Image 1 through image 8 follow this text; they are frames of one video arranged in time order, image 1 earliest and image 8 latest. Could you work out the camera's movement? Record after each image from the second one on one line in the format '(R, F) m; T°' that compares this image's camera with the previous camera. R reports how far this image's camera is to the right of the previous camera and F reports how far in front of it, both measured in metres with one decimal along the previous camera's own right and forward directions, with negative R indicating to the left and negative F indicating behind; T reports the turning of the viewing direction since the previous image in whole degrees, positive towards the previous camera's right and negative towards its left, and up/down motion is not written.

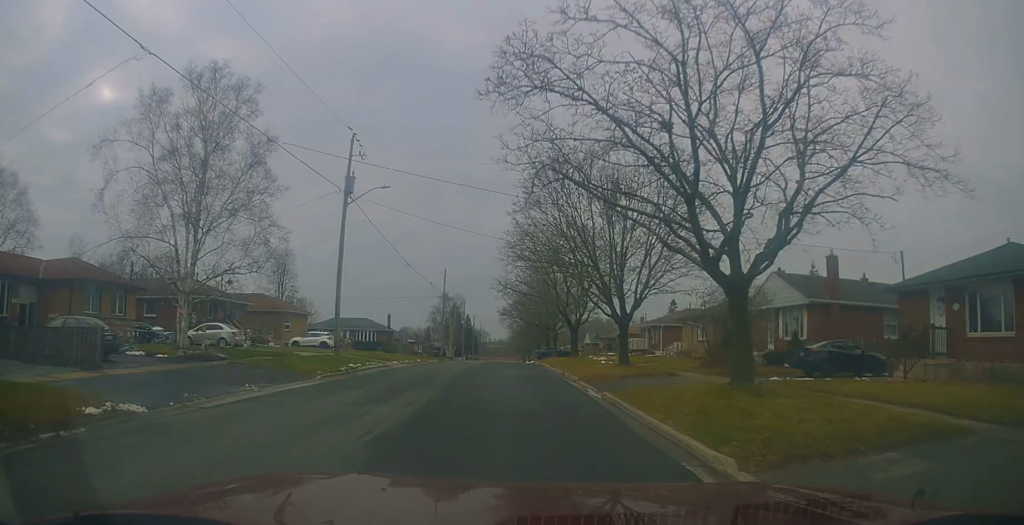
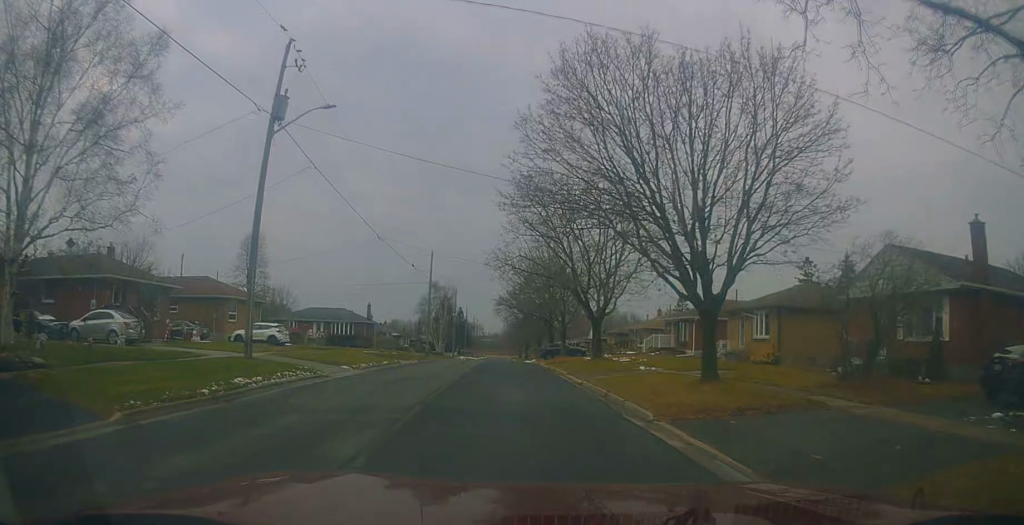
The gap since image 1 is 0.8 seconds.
(+0.3, +11.2) m; +2°
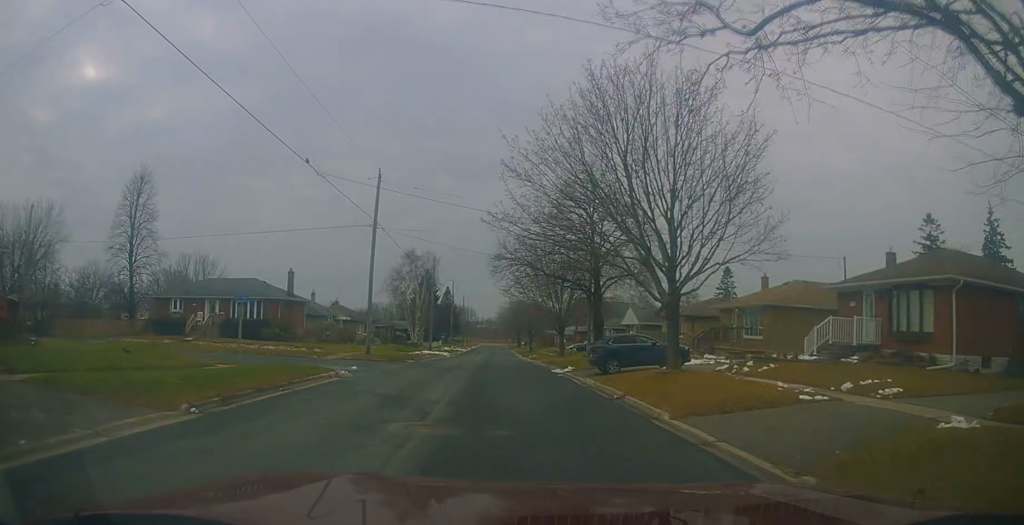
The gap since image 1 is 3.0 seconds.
(+0.7, +29.6) m; -1°
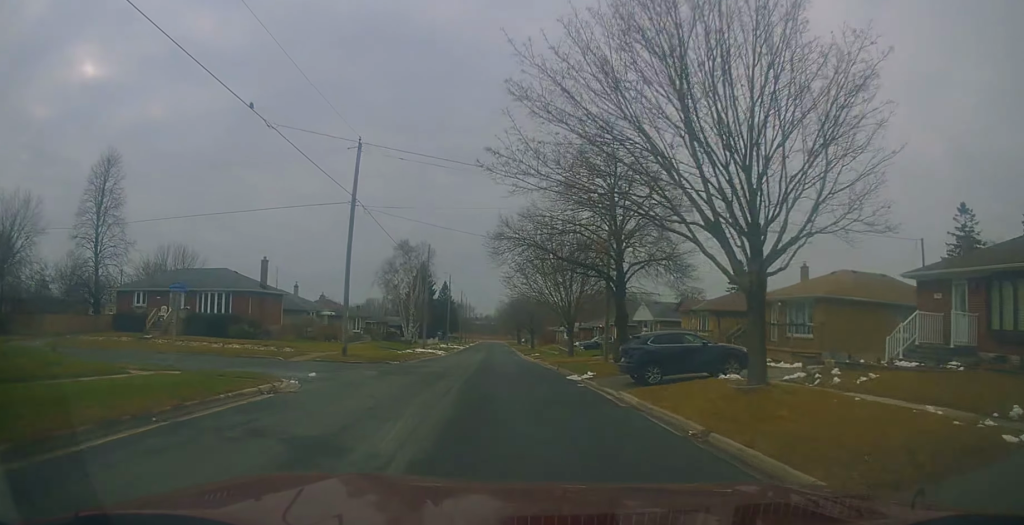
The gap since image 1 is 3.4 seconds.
(-0.2, +6.0) m; -2°
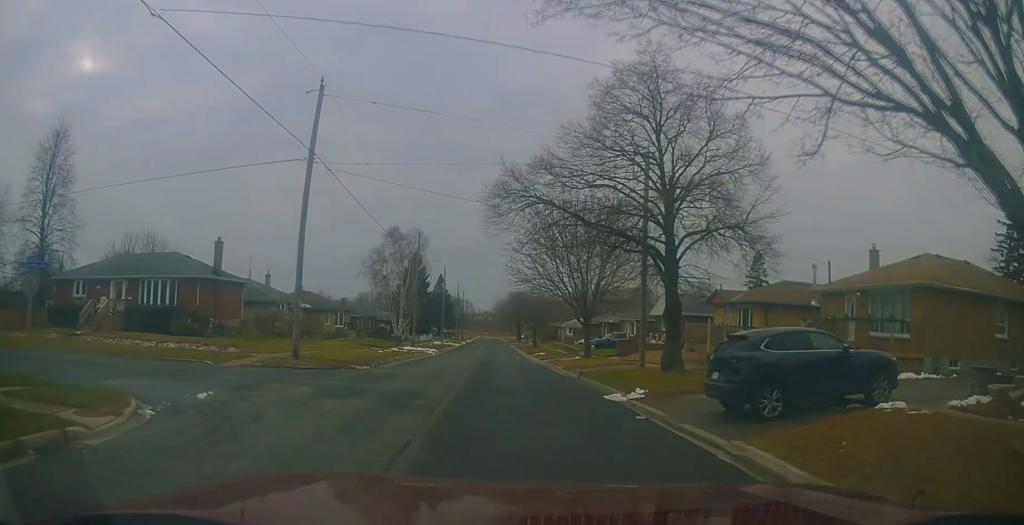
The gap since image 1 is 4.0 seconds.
(-0.1, +7.8) m; 0°
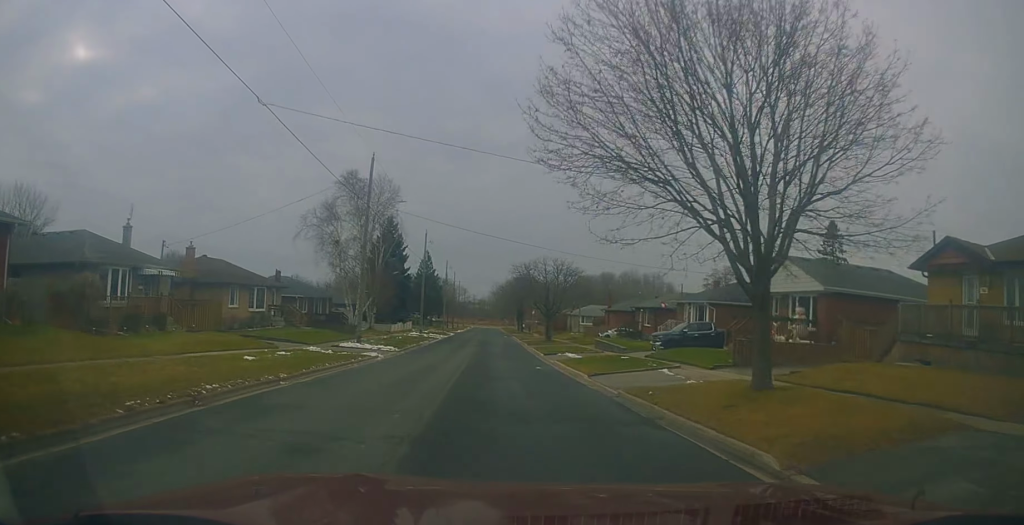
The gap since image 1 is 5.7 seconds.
(+0.3, +23.1) m; +3°
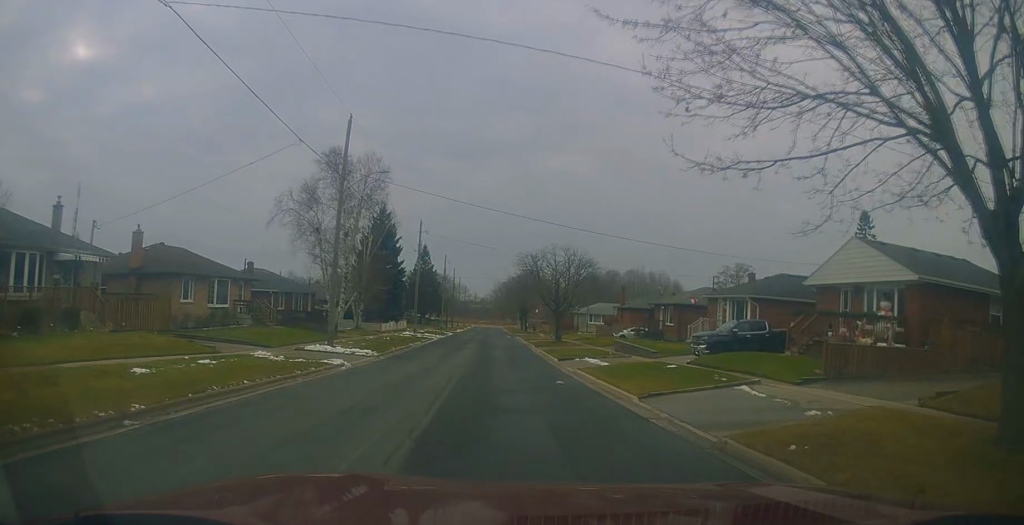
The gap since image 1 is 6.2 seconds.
(+0.3, +6.9) m; 0°
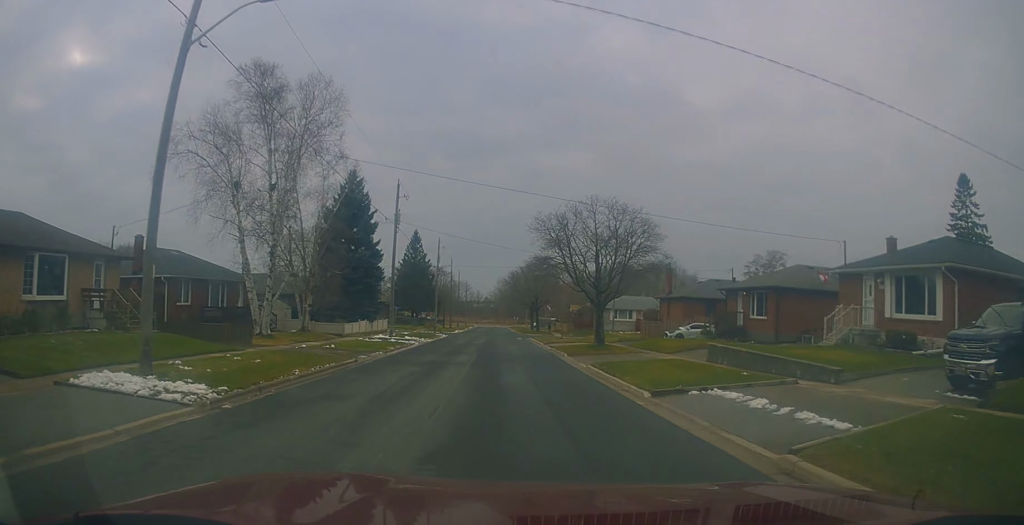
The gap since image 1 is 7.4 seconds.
(-0.4, +17.1) m; 0°
